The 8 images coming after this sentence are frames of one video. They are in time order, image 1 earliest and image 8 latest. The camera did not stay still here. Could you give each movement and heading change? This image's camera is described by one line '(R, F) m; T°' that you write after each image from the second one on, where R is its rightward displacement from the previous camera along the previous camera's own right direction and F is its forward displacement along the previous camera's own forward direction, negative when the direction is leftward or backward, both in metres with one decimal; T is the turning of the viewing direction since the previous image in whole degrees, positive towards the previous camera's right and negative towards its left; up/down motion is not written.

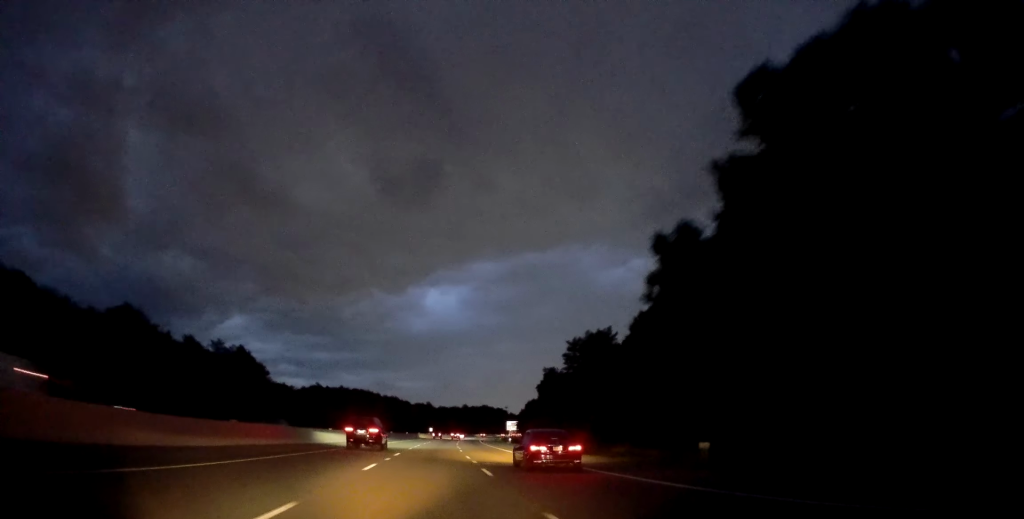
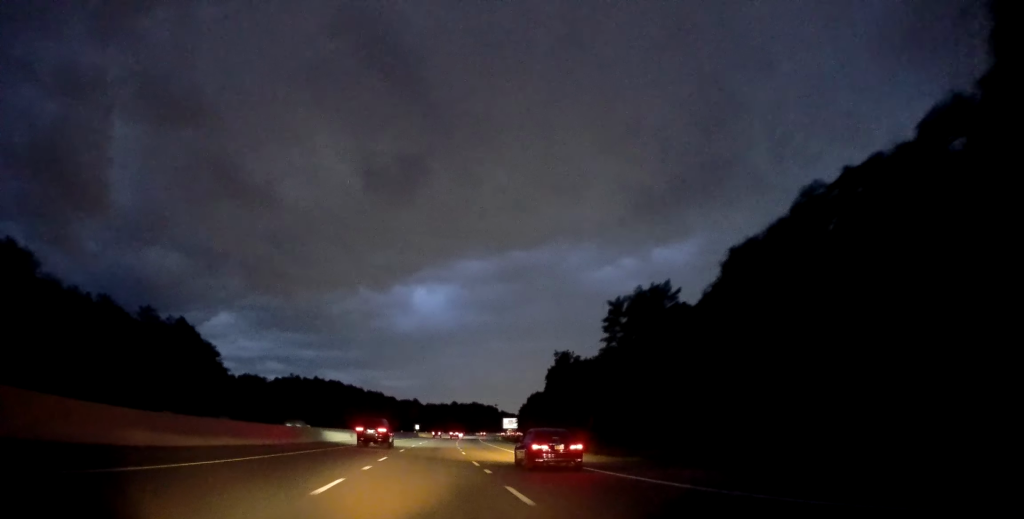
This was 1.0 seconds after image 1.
(+0.6, +31.0) m; +2°
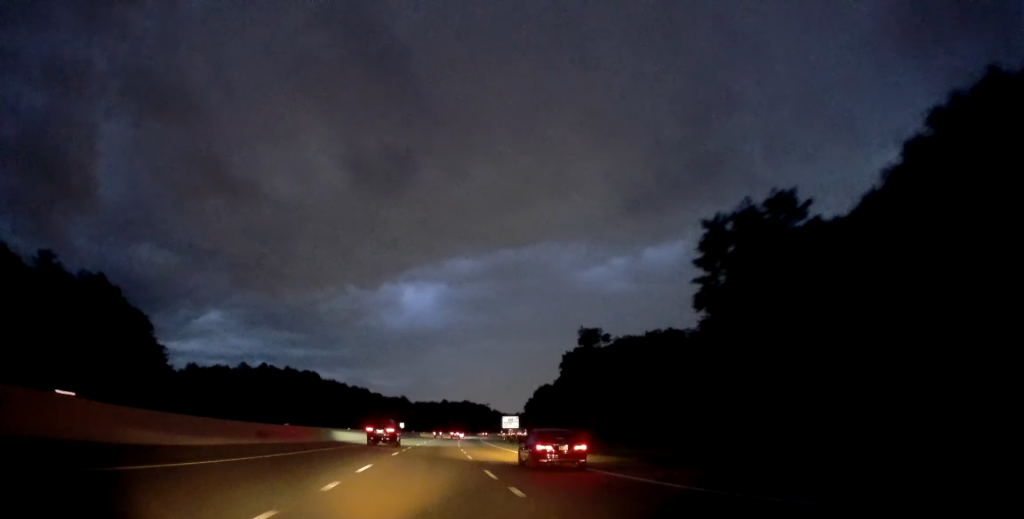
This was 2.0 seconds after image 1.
(+0.5, +29.9) m; +2°
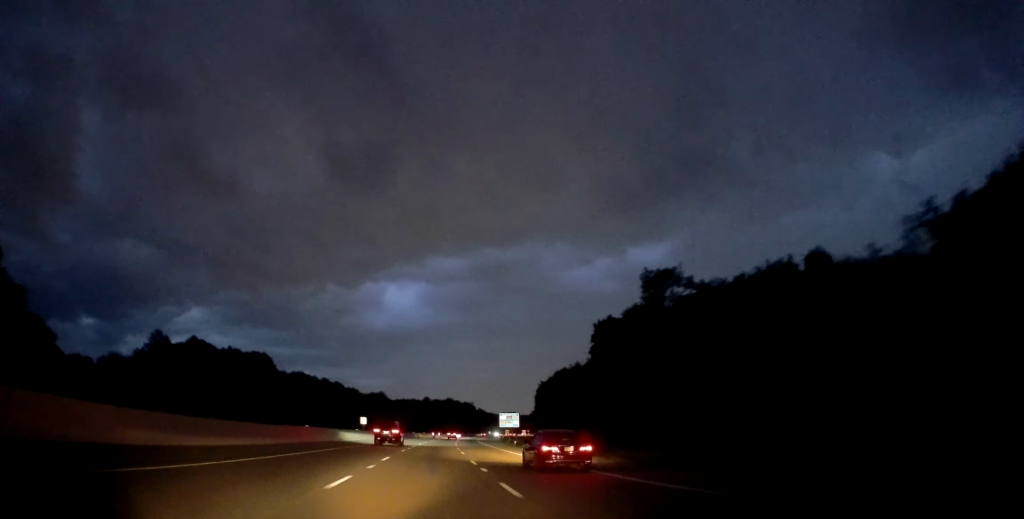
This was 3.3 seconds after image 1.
(+0.7, +40.3) m; +2°
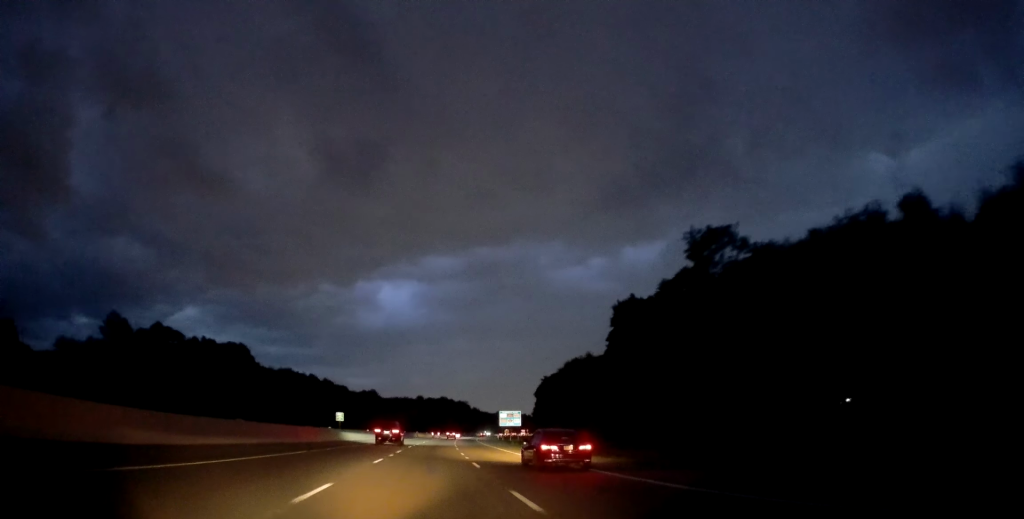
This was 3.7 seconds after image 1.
(+0.1, +14.5) m; 0°
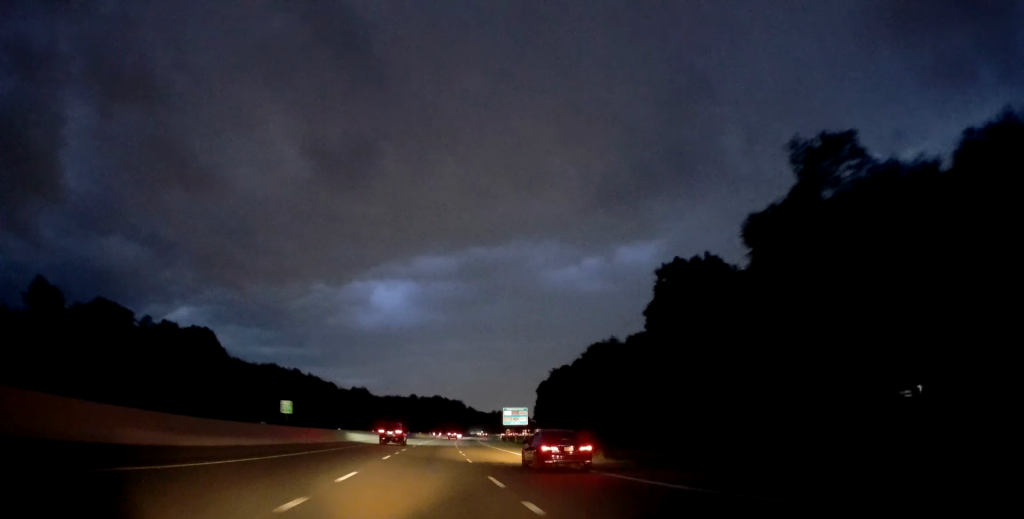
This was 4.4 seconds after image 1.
(+0.1, +19.7) m; +1°
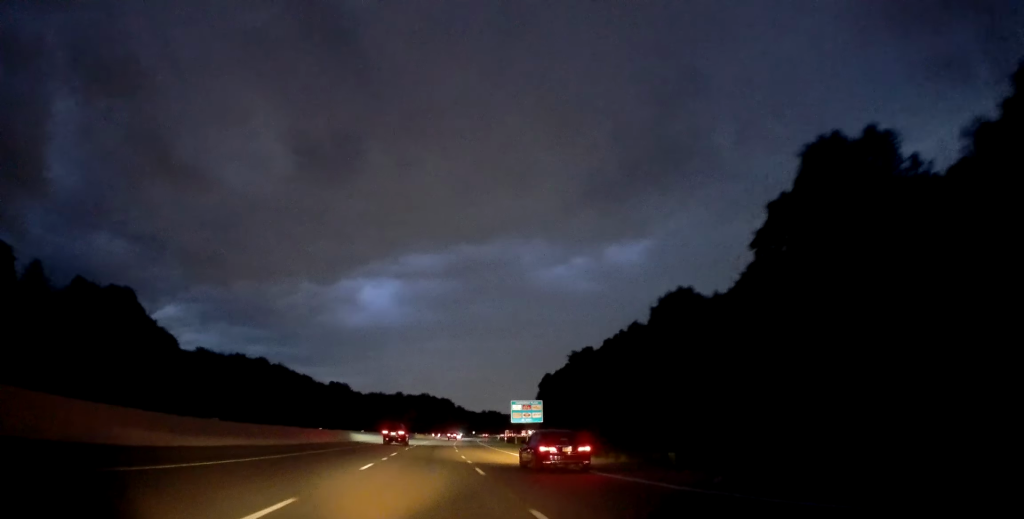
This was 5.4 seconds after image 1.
(+0.3, +31.2) m; +1°
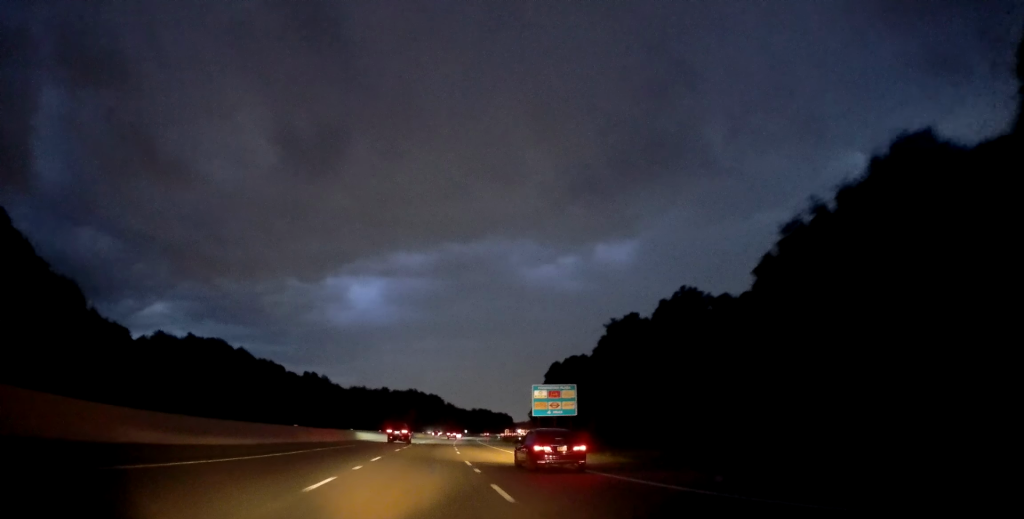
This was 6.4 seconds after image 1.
(+0.4, +31.2) m; +1°
